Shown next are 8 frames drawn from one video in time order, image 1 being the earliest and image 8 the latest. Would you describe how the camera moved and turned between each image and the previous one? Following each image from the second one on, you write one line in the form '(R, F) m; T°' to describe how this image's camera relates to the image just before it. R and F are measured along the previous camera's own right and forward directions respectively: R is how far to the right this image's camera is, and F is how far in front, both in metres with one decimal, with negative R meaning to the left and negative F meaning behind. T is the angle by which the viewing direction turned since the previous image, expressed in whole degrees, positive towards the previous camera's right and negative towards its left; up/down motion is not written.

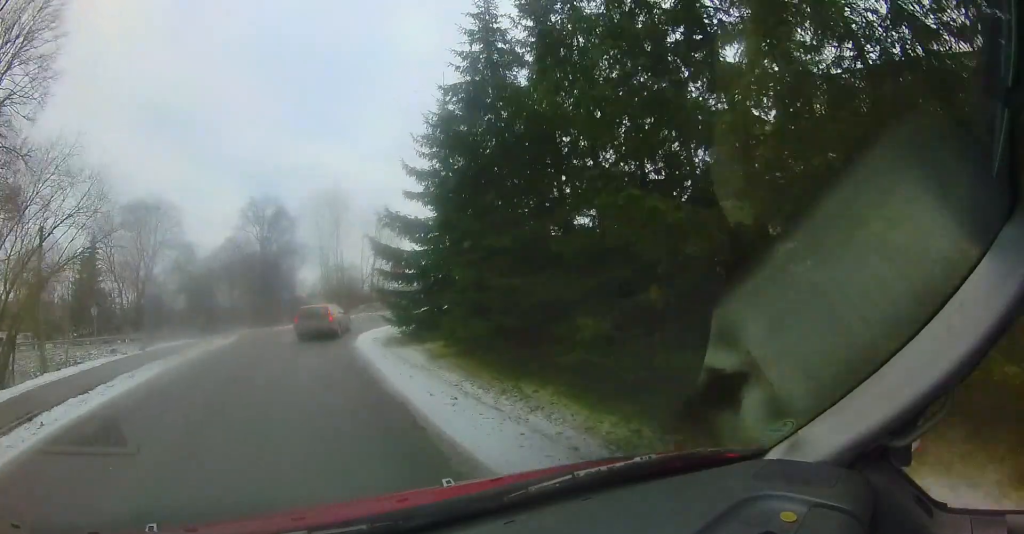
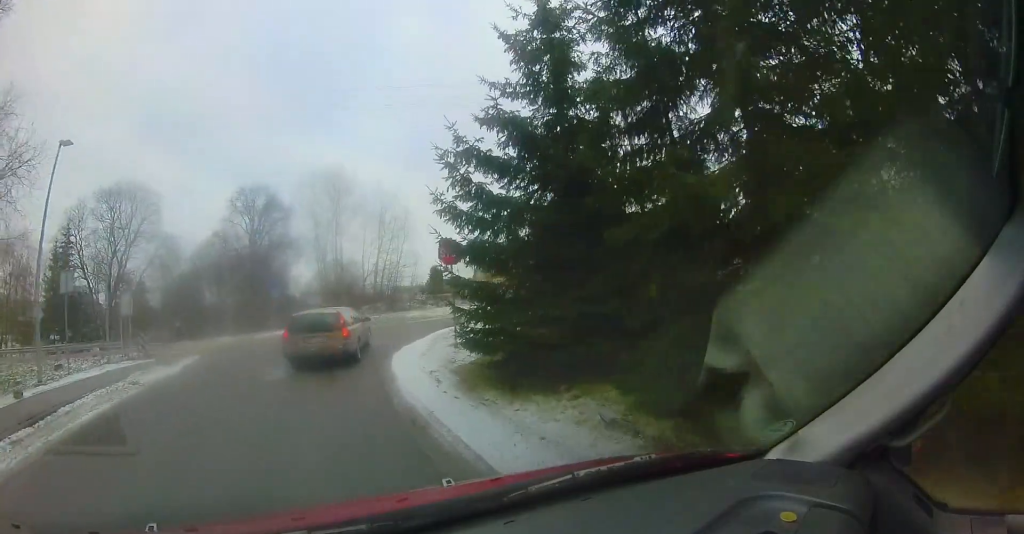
(+0.1, +8.2) m; +3°
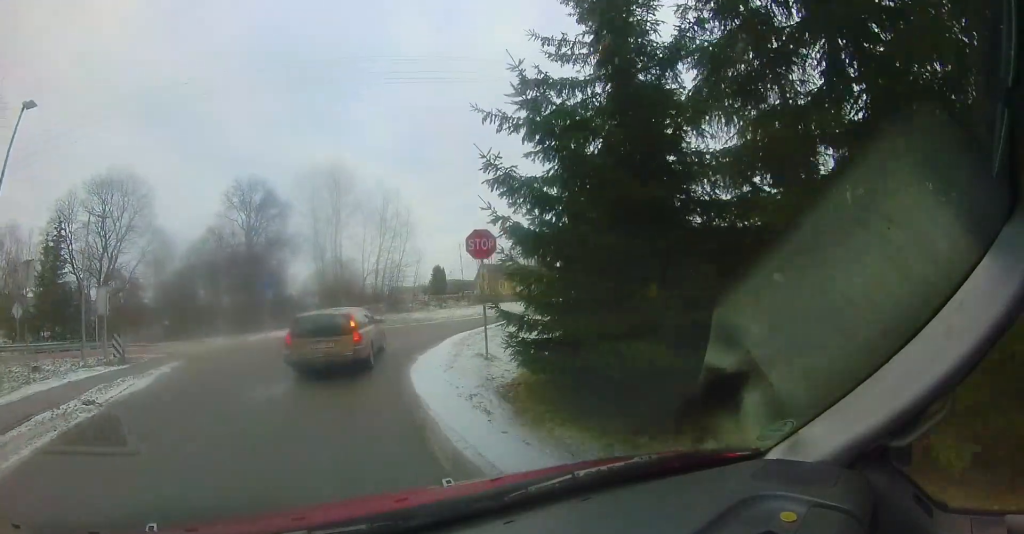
(+0.1, +2.8) m; +3°
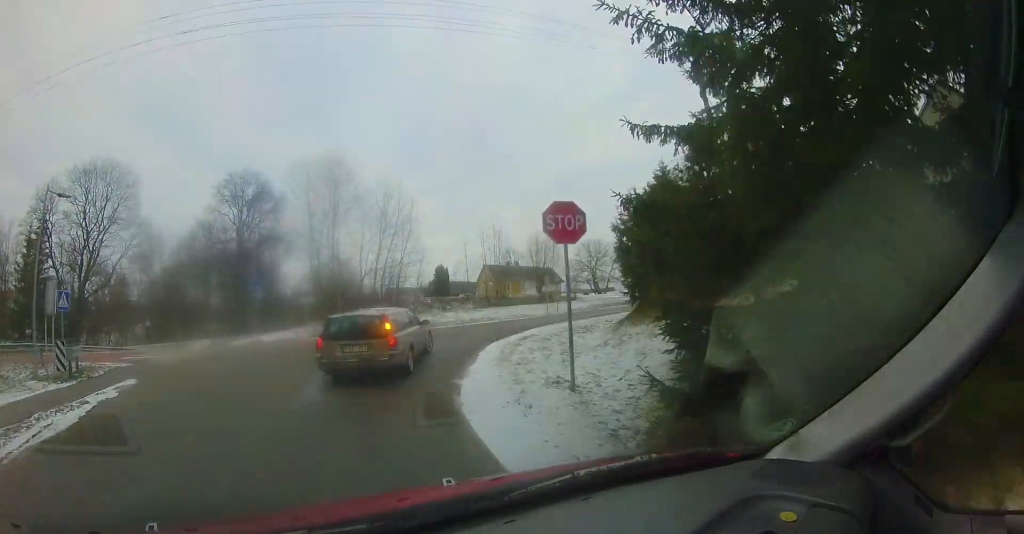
(+0.3, +4.3) m; +6°
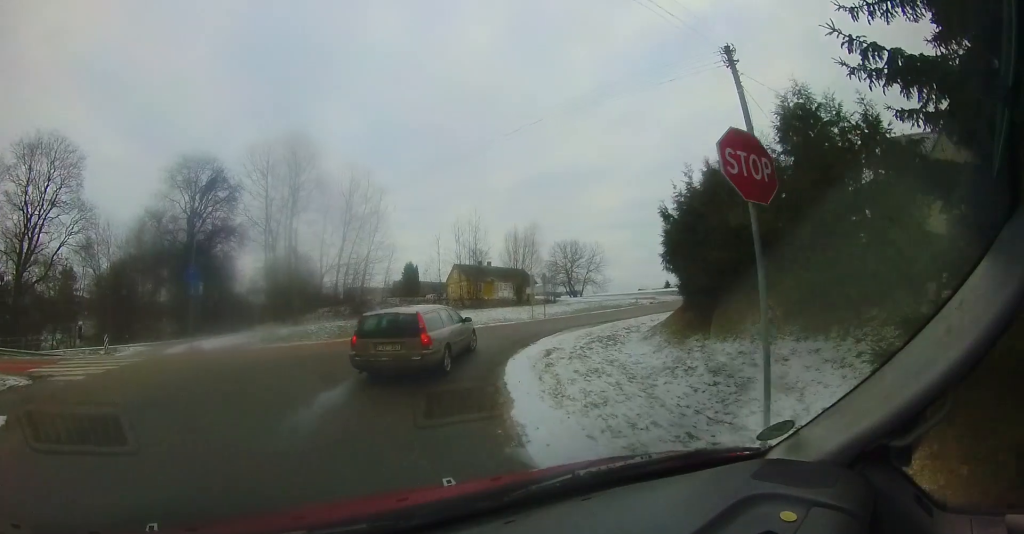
(+0.1, +3.4) m; +7°
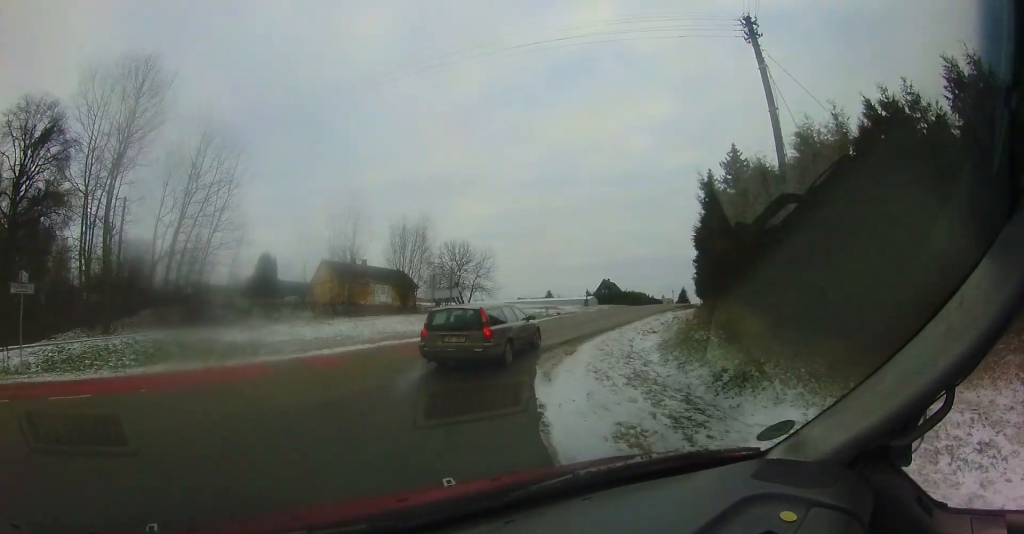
(+0.6, +5.8) m; +14°
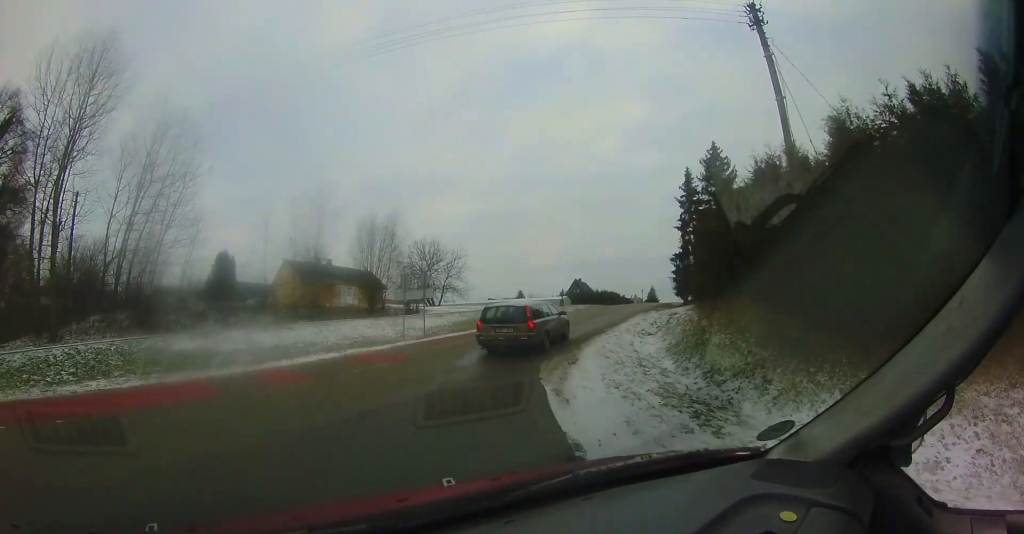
(+0.2, +2.0) m; +12°
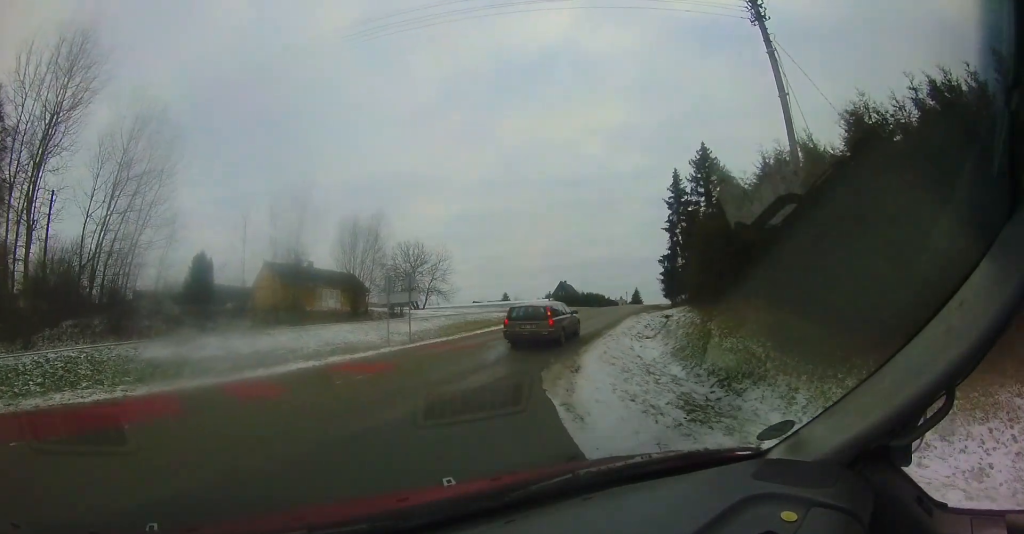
(0.0, +1.2) m; +9°
